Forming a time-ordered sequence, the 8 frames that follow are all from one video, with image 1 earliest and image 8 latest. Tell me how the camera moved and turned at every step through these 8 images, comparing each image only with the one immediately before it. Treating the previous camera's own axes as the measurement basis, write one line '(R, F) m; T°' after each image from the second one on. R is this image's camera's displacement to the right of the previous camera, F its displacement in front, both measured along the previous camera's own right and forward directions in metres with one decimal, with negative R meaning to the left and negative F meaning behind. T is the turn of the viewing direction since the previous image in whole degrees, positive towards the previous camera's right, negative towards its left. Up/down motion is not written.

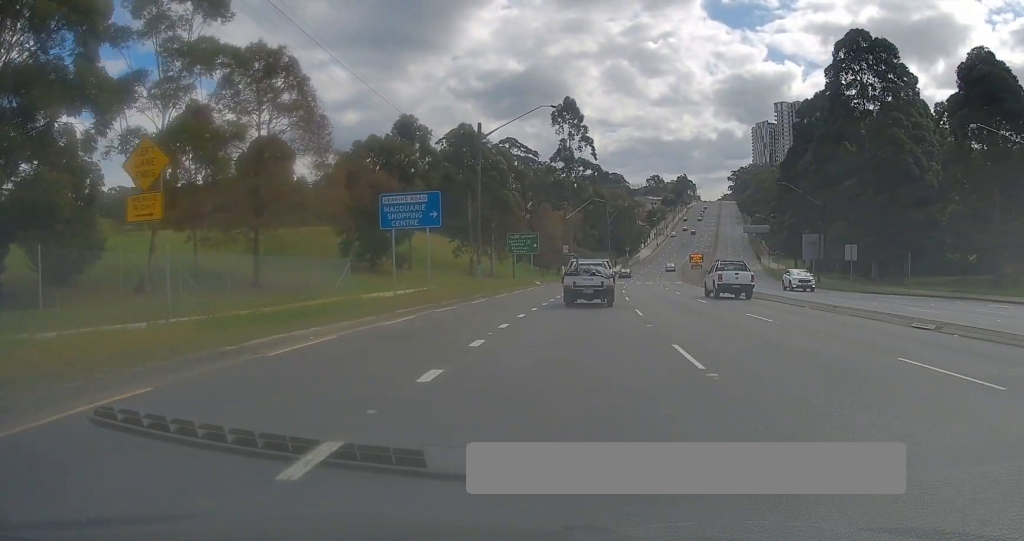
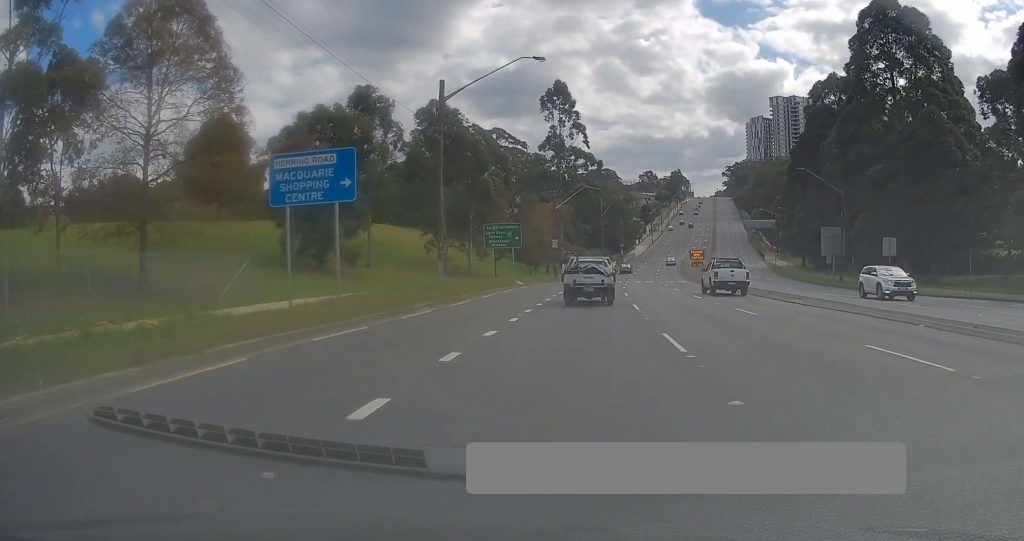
(0.0, +10.0) m; 0°
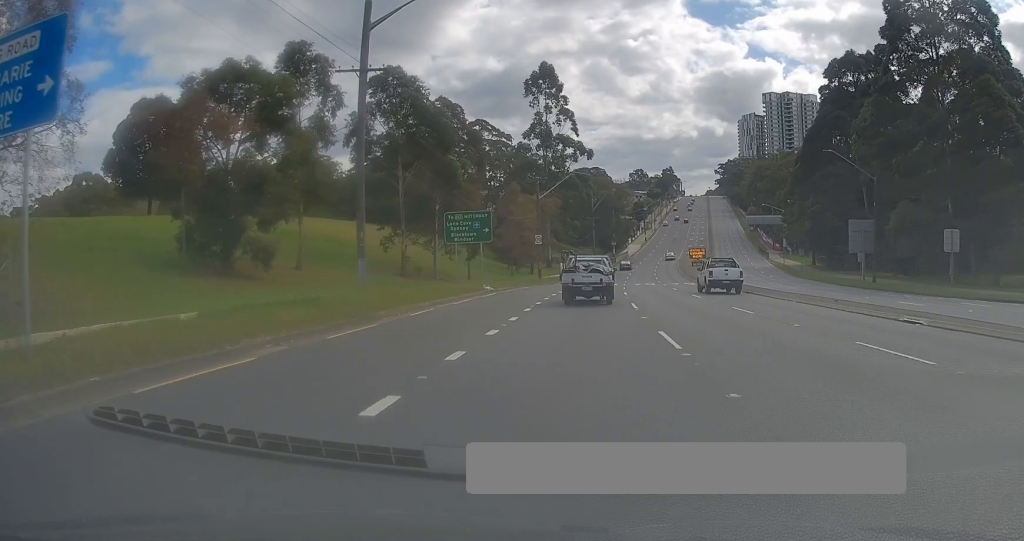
(0.0, +11.6) m; +1°
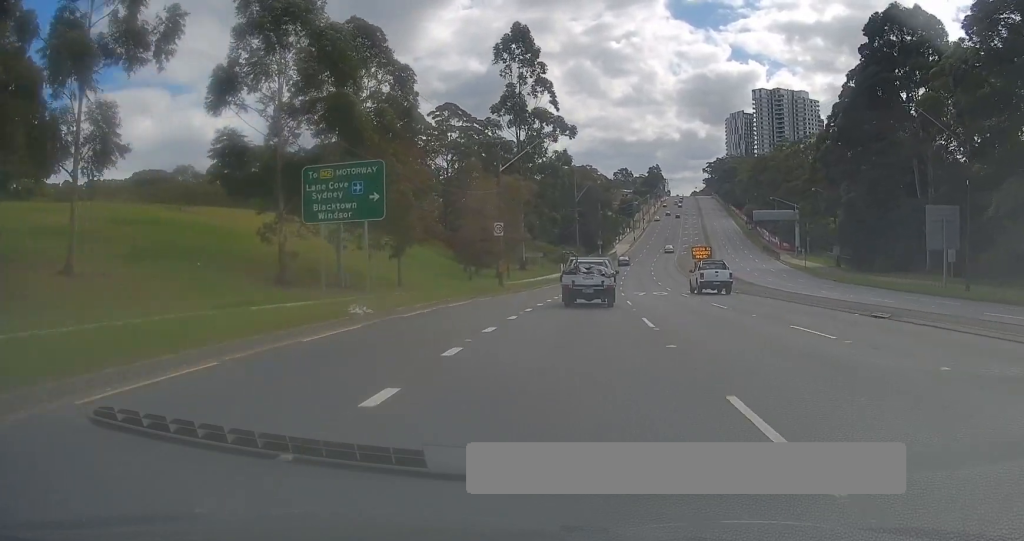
(+0.2, +19.5) m; +2°
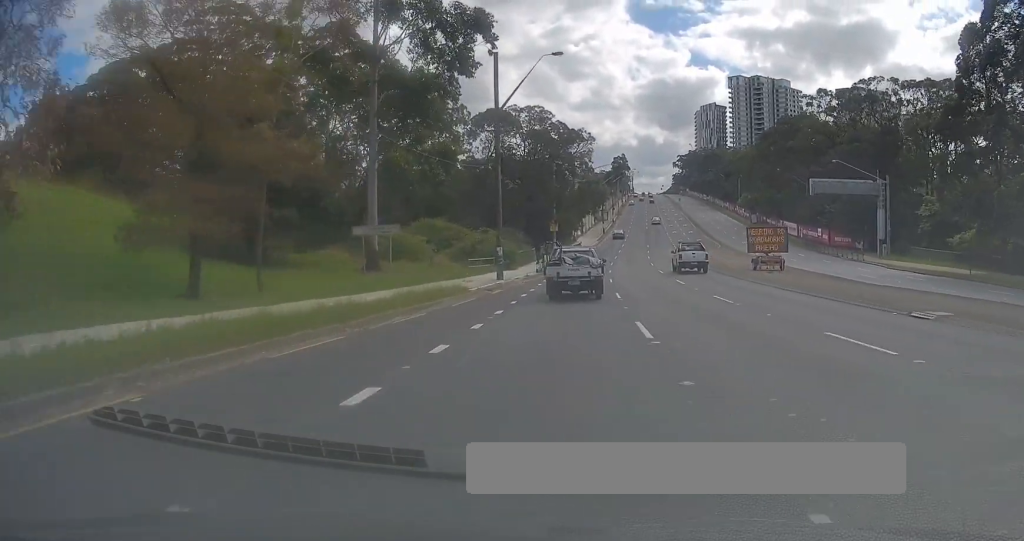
(+2.1, +51.5) m; +5°
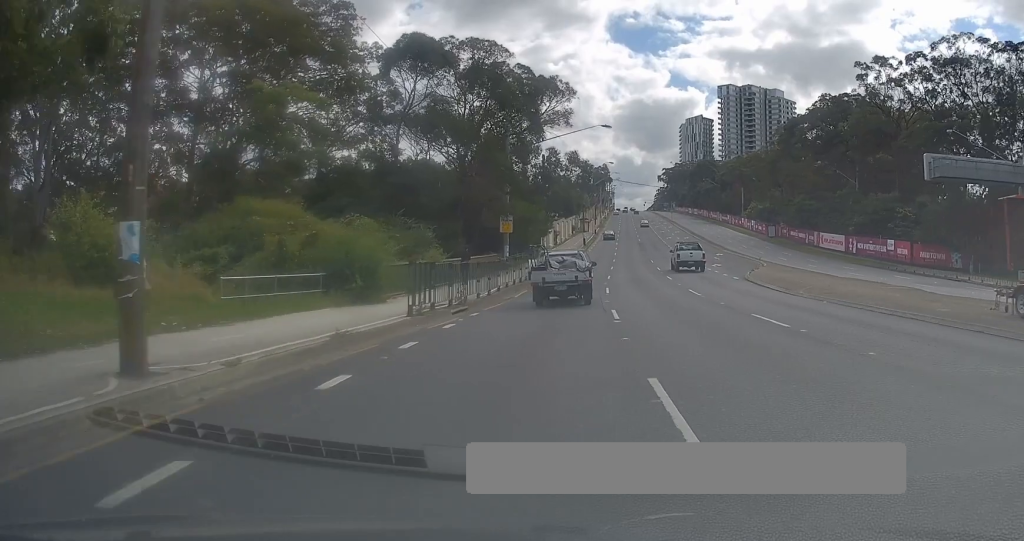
(+0.8, +31.7) m; 0°
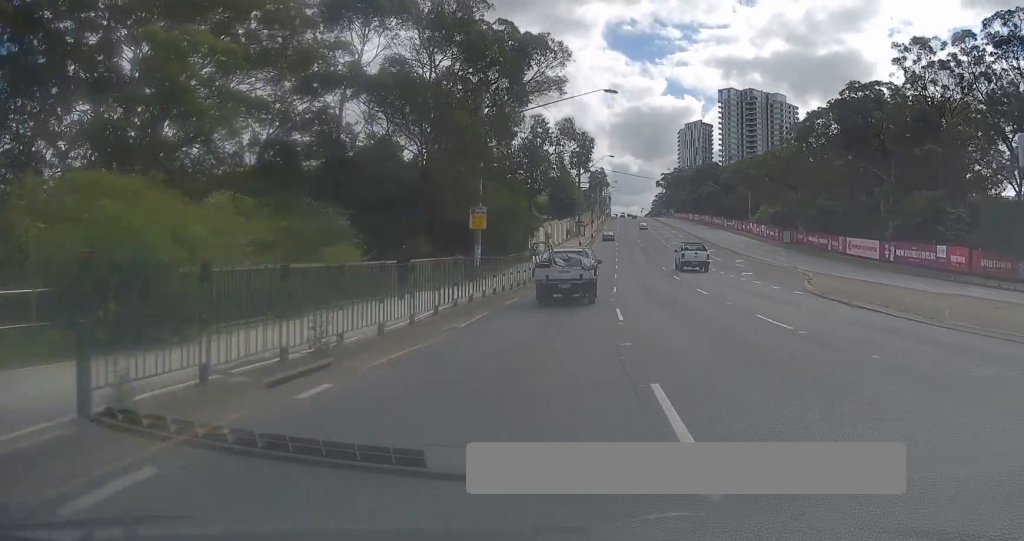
(-0.3, +11.7) m; 0°
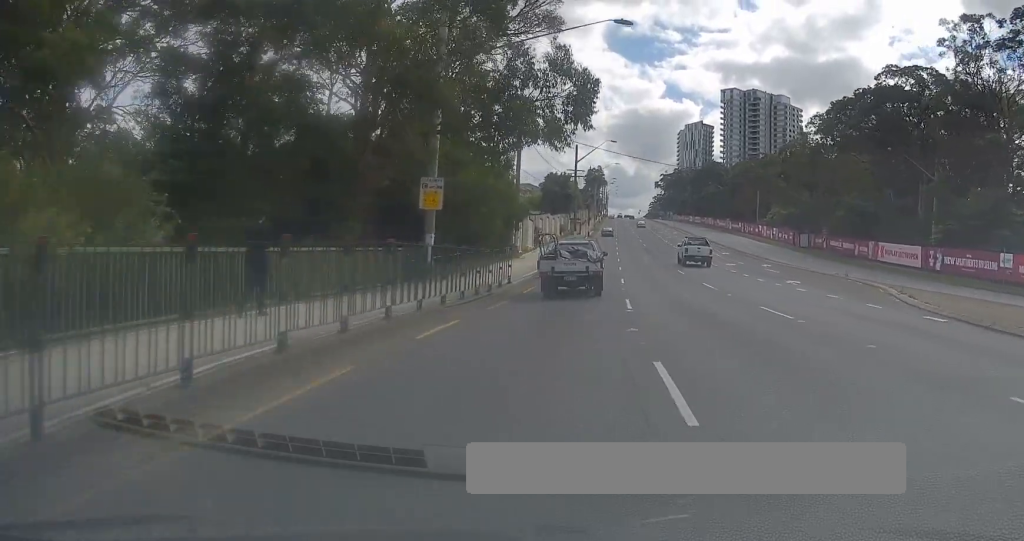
(-0.1, +11.6) m; +1°
